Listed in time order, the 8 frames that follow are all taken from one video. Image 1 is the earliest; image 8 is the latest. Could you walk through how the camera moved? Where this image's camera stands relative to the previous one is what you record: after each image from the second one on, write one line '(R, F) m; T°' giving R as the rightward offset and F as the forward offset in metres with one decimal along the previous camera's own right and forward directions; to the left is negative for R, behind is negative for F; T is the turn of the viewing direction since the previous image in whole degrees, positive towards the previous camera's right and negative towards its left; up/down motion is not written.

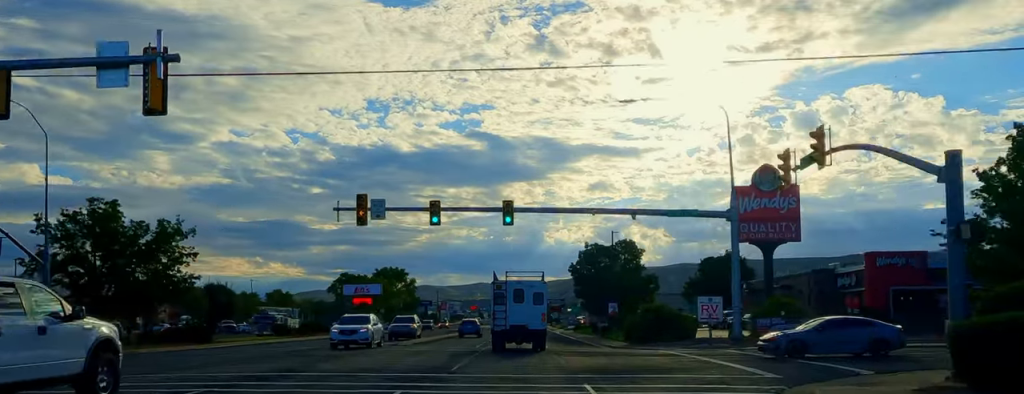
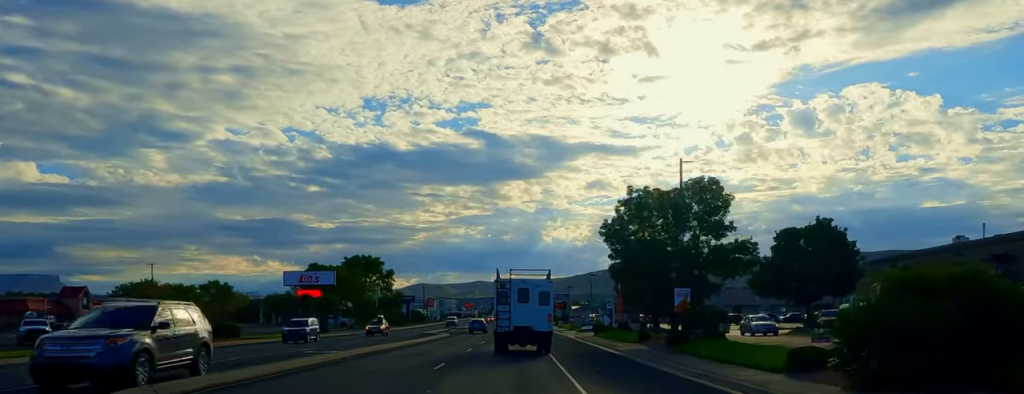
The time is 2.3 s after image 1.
(0.0, +29.4) m; 0°
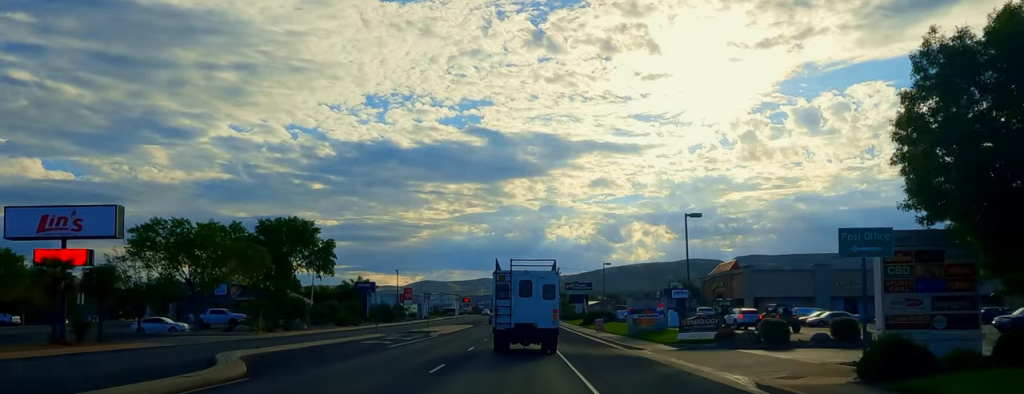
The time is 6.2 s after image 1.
(0.0, +49.2) m; 0°
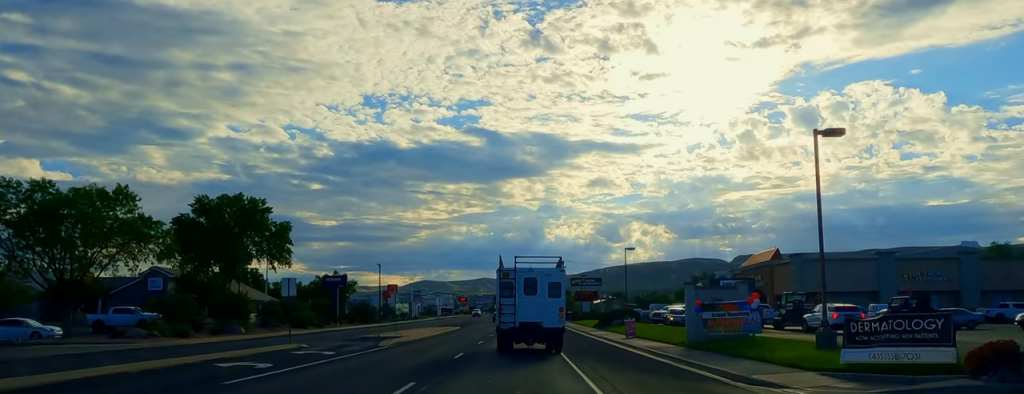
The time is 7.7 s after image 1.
(0.0, +18.0) m; 0°
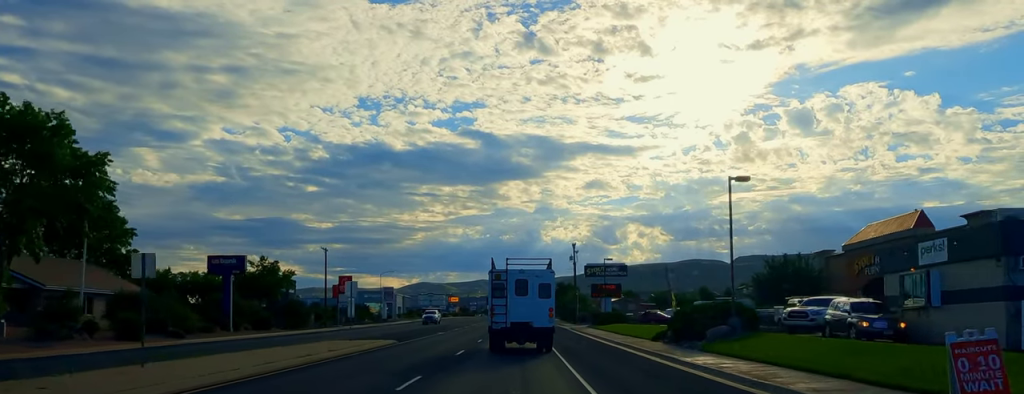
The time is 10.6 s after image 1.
(0.0, +34.8) m; 0°
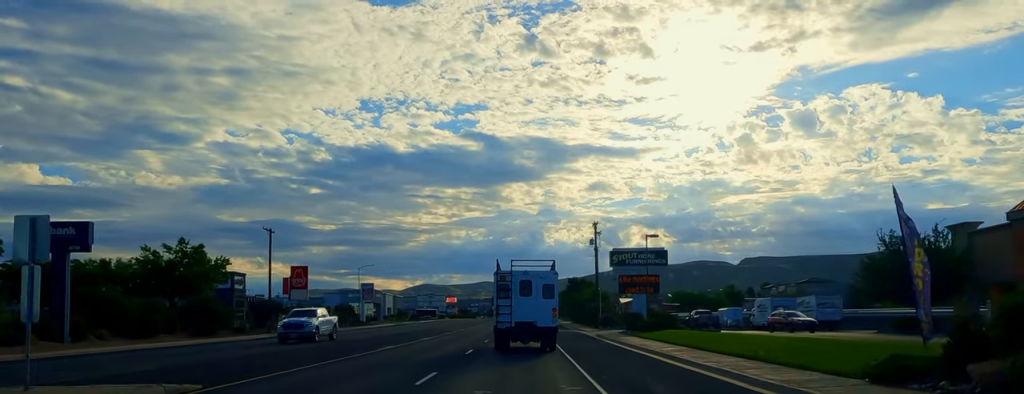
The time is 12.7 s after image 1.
(0.0, +23.5) m; 0°
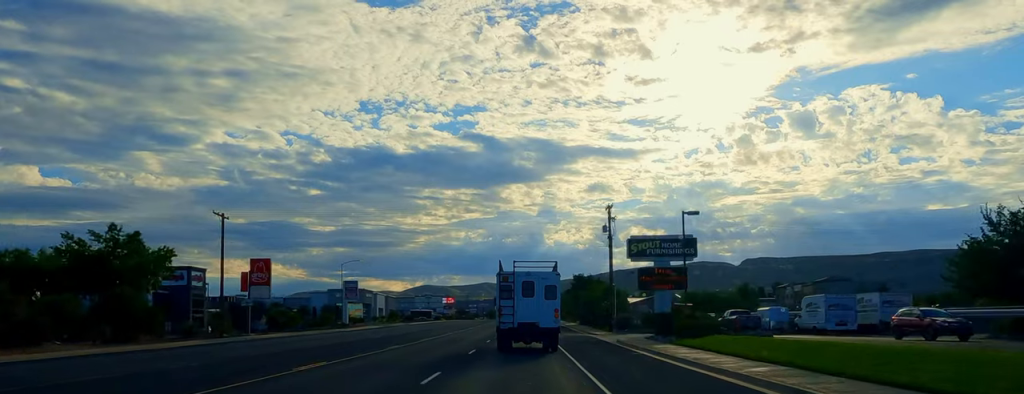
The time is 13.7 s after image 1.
(0.0, +11.9) m; 0°
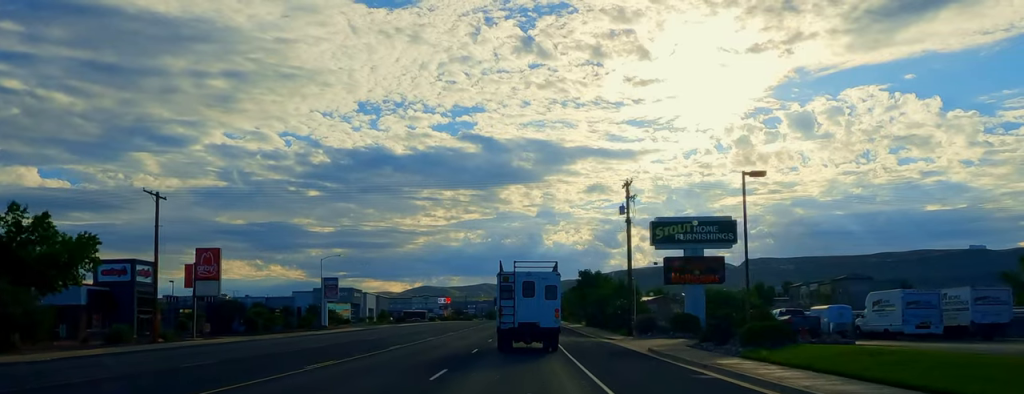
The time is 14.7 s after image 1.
(0.0, +11.2) m; 0°
